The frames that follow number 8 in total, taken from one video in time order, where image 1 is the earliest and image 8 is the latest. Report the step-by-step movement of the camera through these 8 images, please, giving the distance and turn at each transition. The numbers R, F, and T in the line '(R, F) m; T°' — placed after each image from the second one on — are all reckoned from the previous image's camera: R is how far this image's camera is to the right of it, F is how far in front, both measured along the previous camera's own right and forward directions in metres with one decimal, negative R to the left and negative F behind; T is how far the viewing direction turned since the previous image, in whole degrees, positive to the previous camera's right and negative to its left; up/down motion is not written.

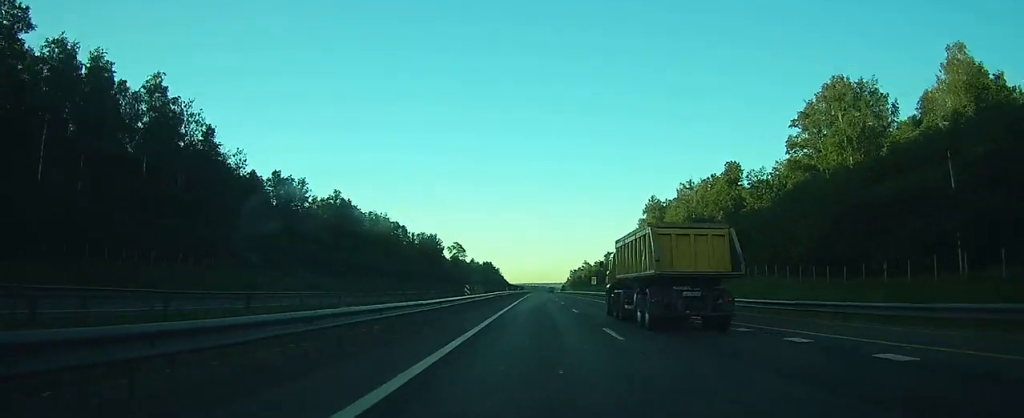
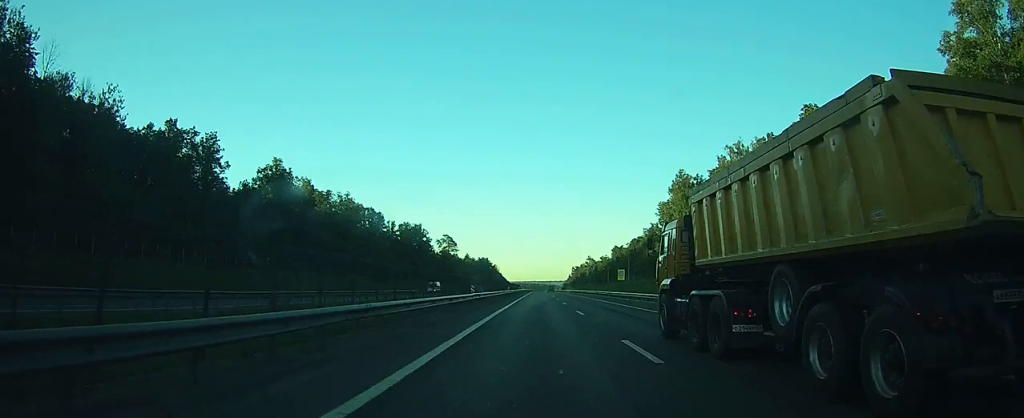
(+0.1, +36.9) m; 0°
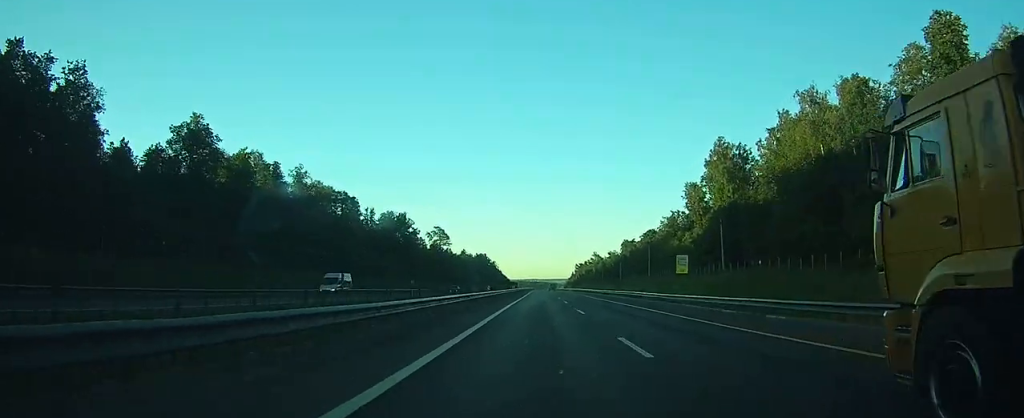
(+0.1, +31.4) m; 0°
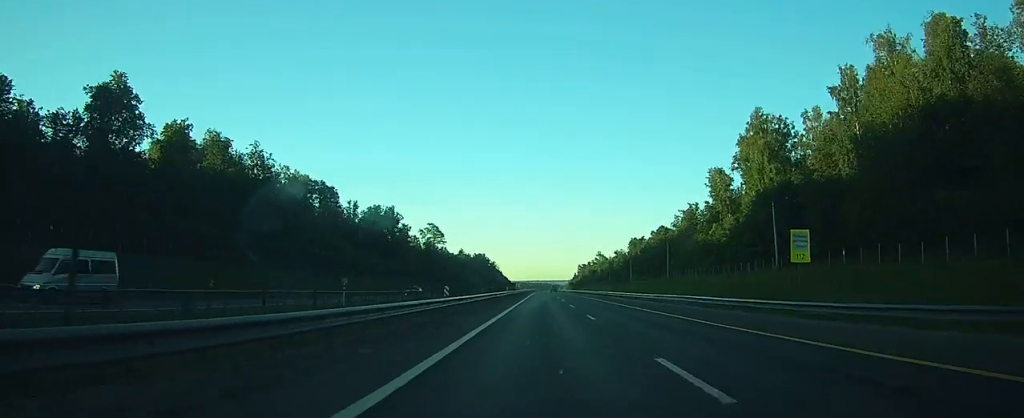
(0.0, +20.2) m; 0°
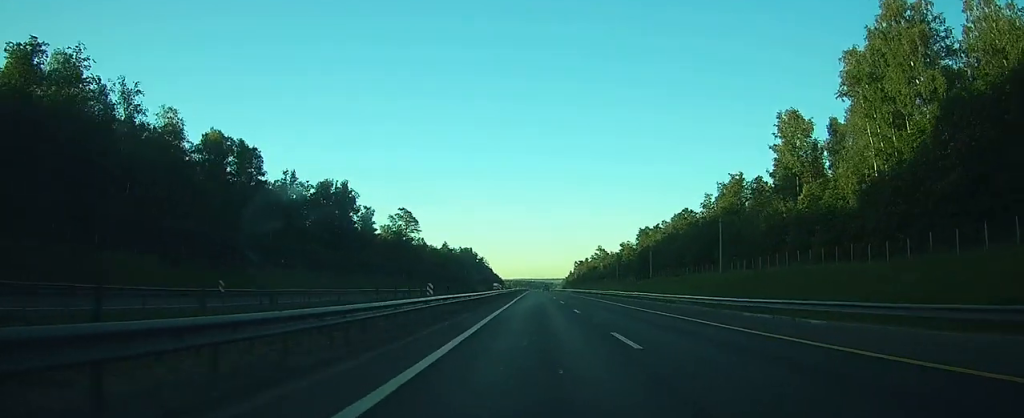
(0.0, +42.8) m; 0°
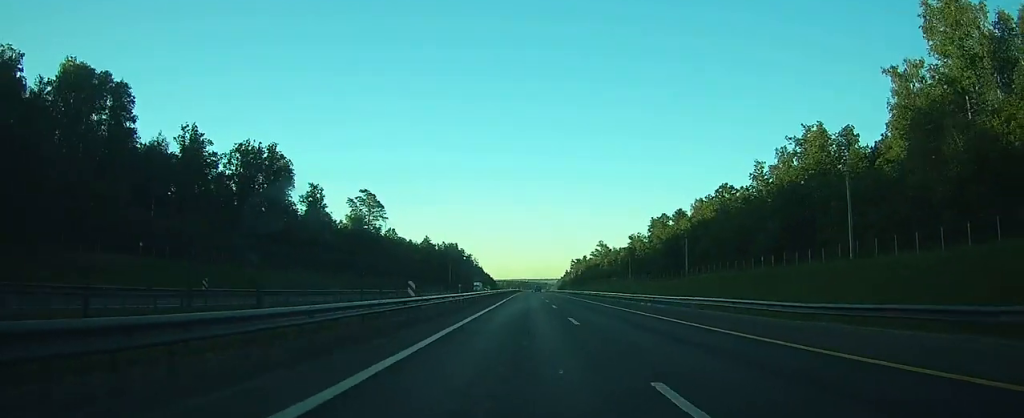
(+0.1, +40.6) m; +1°
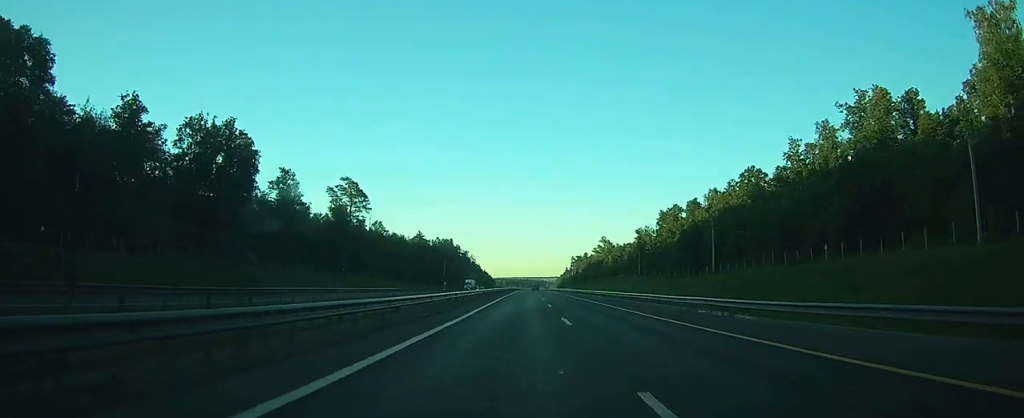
(0.0, +16.8) m; 0°
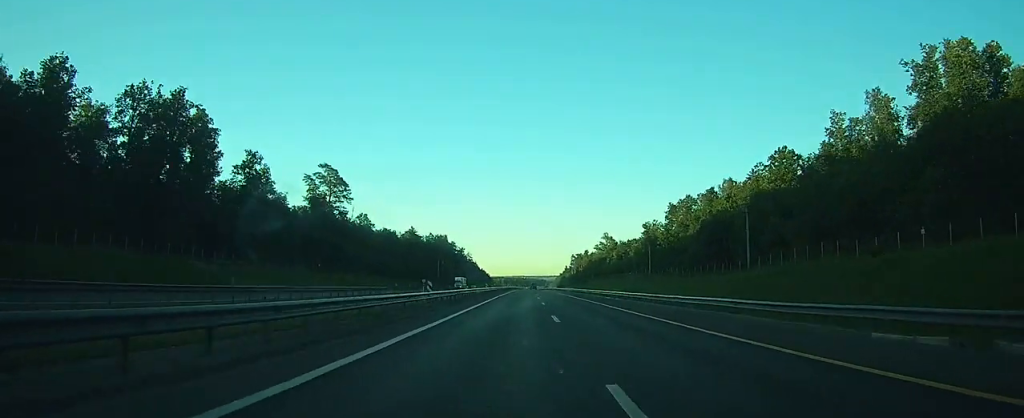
(0.0, +15.6) m; 0°
